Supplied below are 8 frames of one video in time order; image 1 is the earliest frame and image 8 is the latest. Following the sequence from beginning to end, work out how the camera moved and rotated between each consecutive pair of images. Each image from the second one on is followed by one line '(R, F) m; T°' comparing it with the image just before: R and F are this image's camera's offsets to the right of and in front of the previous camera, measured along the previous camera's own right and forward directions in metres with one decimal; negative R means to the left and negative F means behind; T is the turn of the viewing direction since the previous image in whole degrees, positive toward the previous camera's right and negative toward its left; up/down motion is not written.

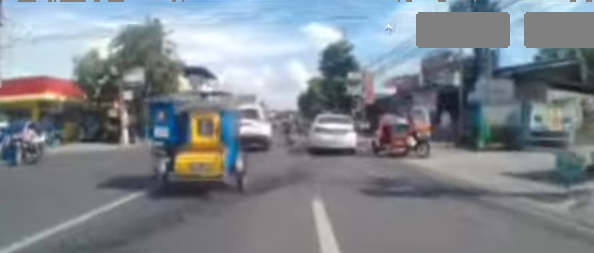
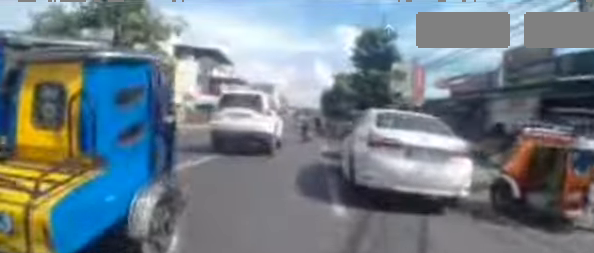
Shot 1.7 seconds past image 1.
(+0.1, +6.0) m; 0°
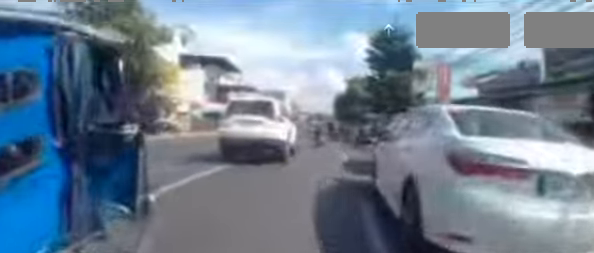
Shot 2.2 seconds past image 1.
(-0.2, +2.0) m; 0°
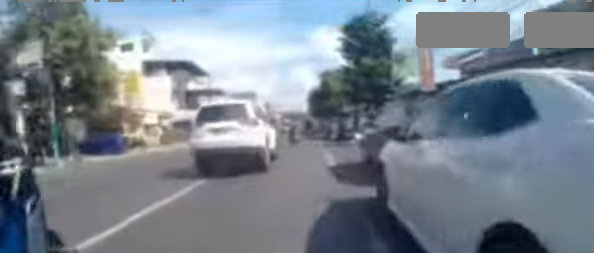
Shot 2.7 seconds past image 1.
(+0.1, +1.5) m; +1°
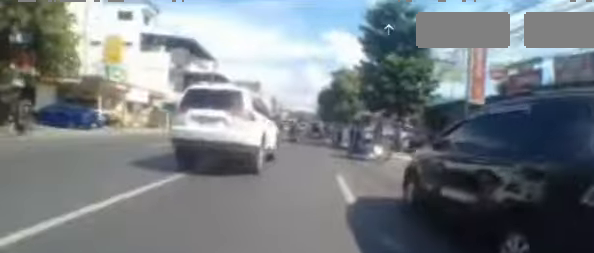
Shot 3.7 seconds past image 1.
(+0.1, +3.9) m; 0°
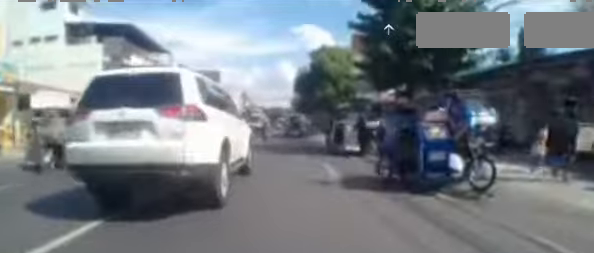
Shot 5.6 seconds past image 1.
(-0.2, +8.0) m; -1°
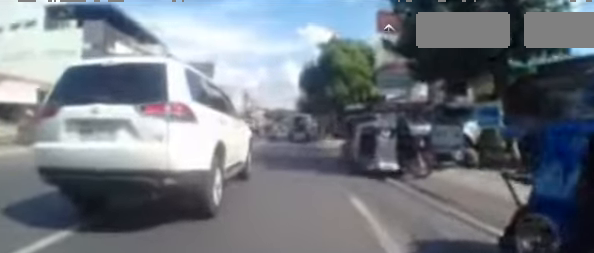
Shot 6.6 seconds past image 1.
(0.0, +3.6) m; -1°
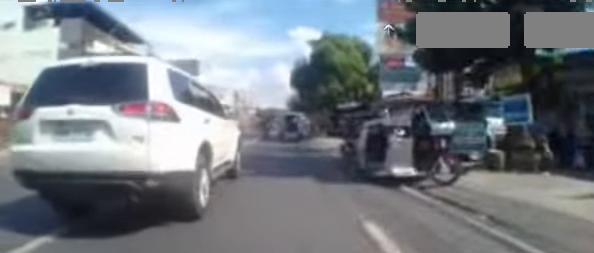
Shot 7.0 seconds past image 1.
(-0.2, +1.4) m; 0°
